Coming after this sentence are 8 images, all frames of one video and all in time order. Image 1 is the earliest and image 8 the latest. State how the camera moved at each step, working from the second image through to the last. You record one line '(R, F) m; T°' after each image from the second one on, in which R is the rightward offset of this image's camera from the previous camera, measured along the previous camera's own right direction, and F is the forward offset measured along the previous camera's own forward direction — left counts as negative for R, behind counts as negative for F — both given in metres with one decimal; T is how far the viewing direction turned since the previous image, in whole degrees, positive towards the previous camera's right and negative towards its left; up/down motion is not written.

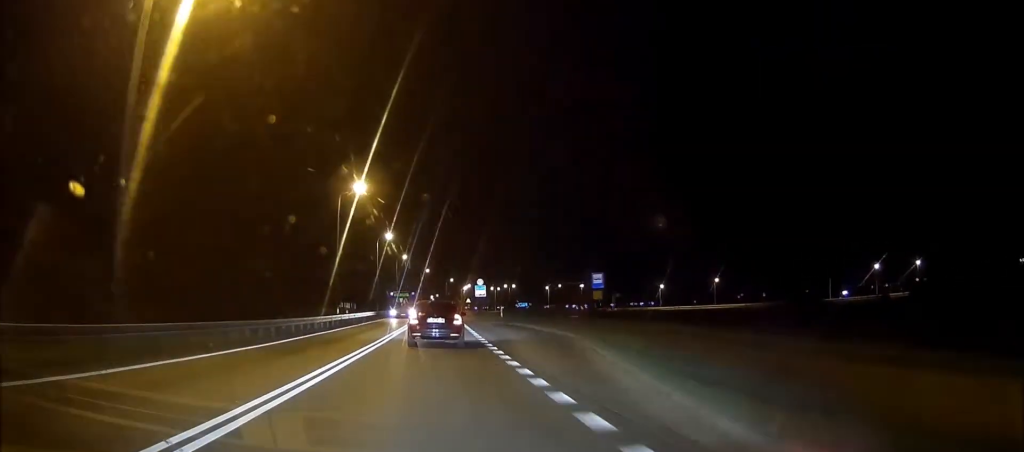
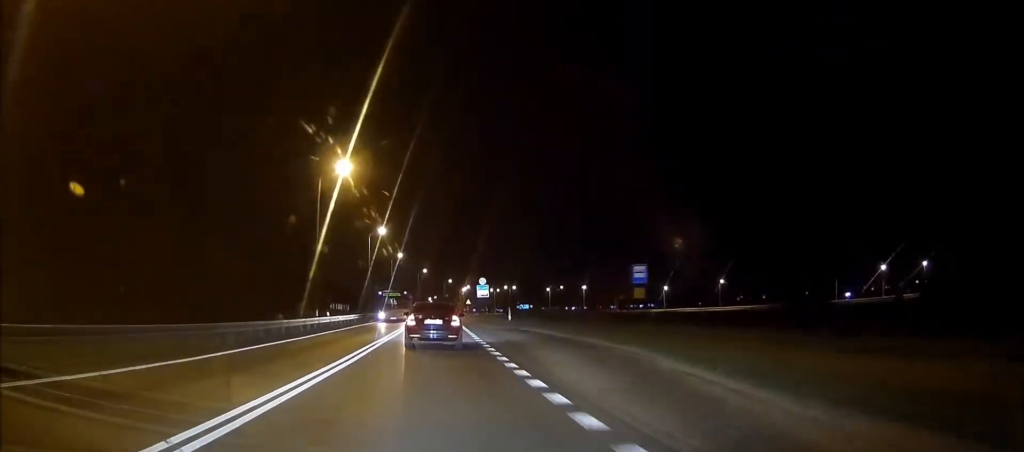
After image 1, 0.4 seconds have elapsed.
(0.0, +5.7) m; 0°
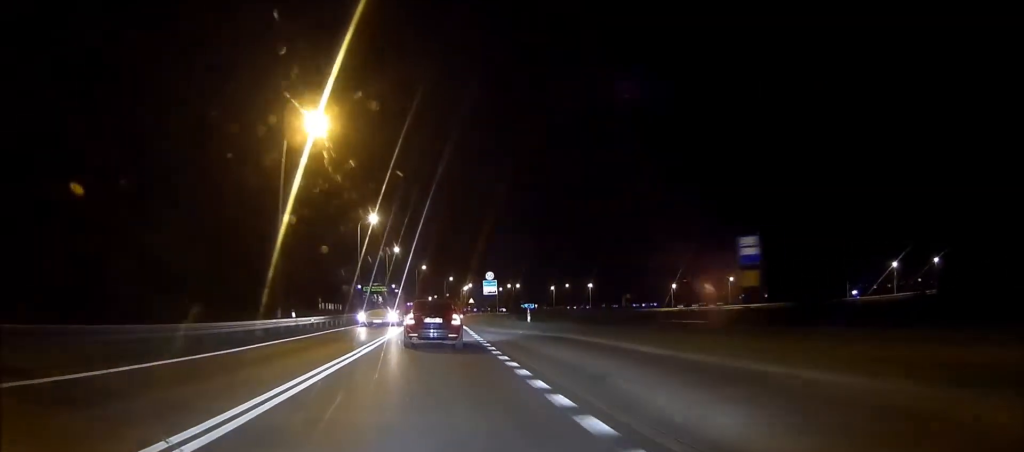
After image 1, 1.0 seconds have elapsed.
(0.0, +7.4) m; 0°
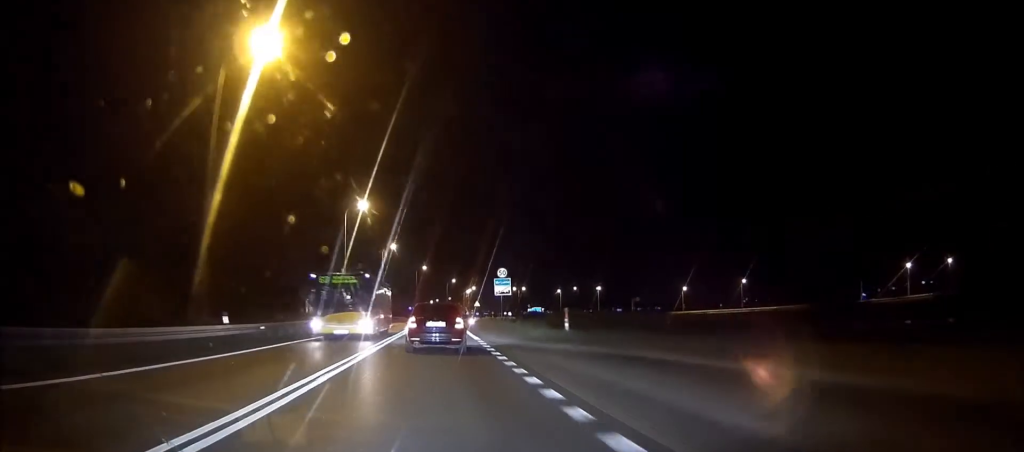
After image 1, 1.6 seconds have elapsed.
(0.0, +7.8) m; 0°
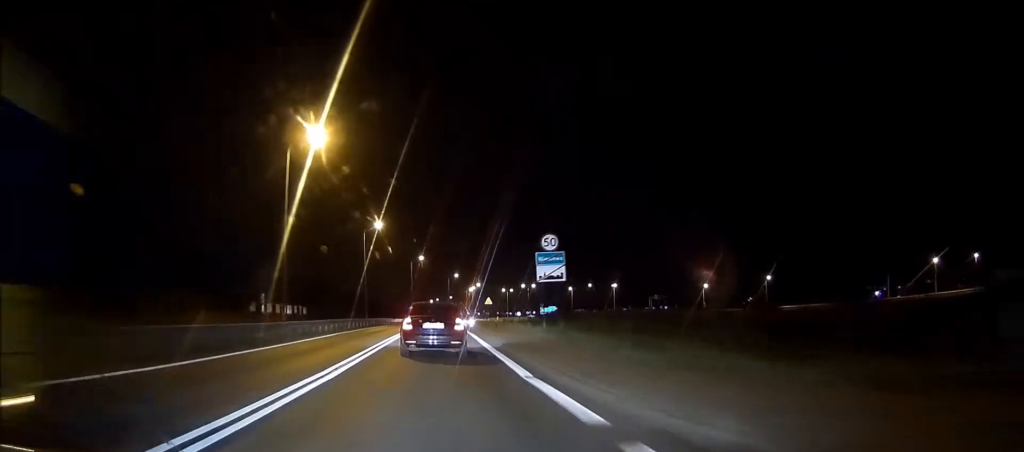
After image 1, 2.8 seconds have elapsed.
(-0.1, +17.5) m; 0°
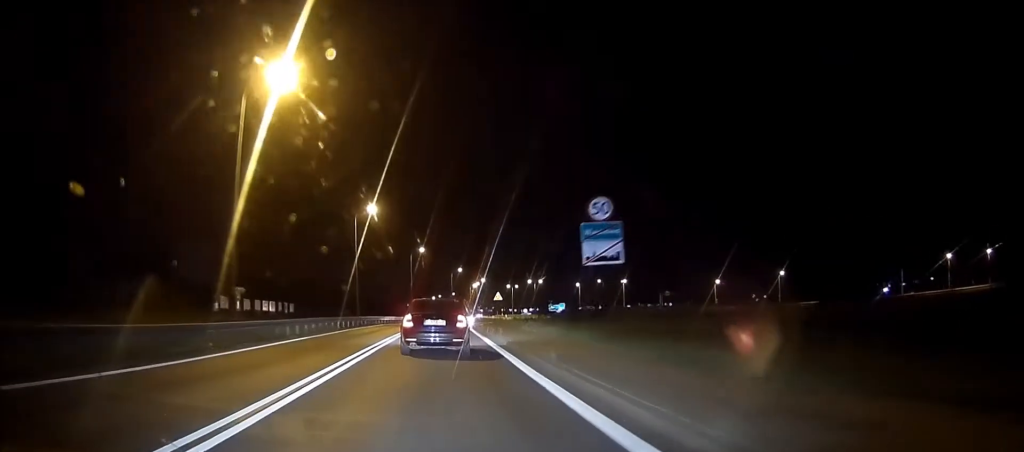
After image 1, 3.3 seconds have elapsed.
(+0.1, +7.9) m; 0°
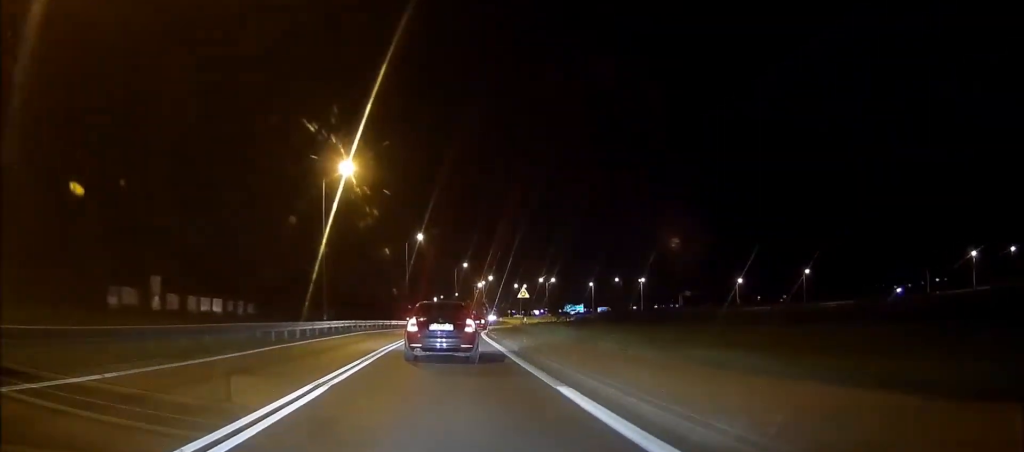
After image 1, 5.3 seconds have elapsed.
(+0.4, +33.9) m; +2°
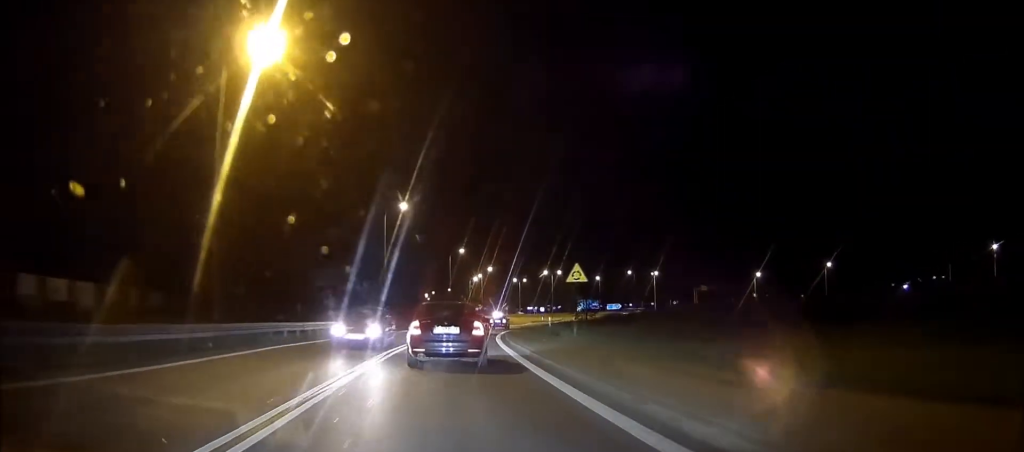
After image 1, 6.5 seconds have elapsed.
(+0.3, +19.0) m; +2°
